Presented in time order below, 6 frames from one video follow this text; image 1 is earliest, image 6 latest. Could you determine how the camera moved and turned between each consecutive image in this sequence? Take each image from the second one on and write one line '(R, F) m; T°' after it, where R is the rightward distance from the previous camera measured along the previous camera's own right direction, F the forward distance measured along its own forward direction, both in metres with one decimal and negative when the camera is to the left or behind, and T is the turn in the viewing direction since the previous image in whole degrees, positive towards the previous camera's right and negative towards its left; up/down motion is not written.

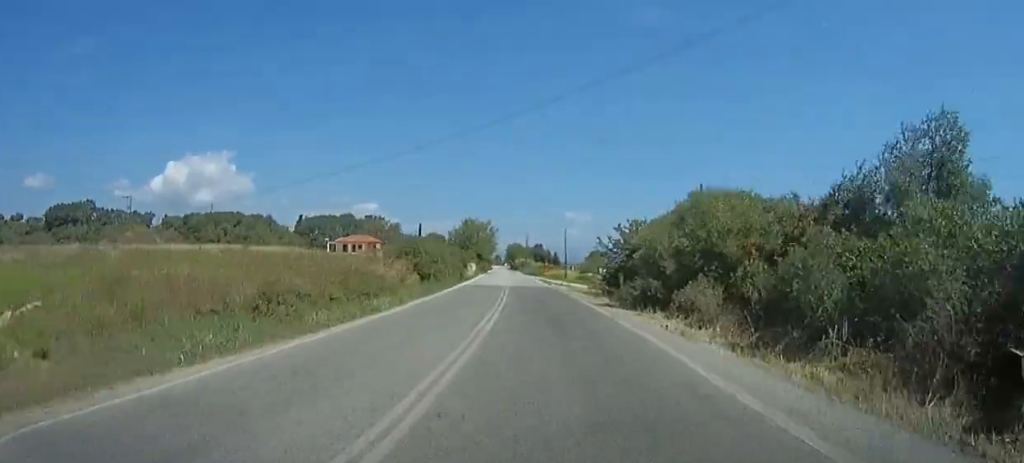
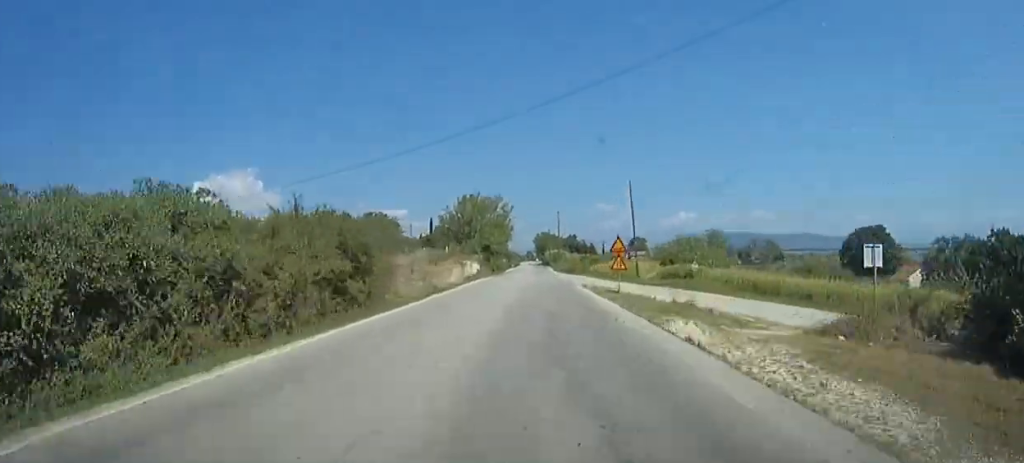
(-5.1, +44.8) m; -9°
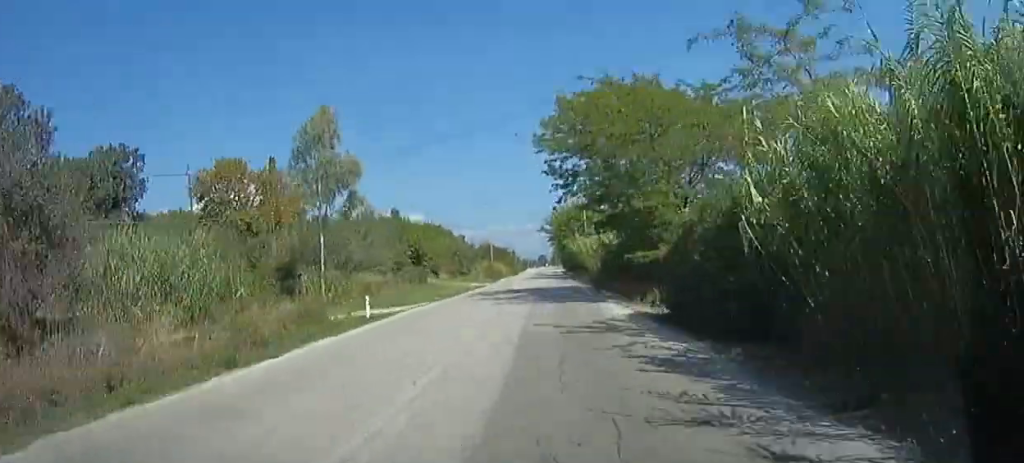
(-0.4, +152.8) m; -1°
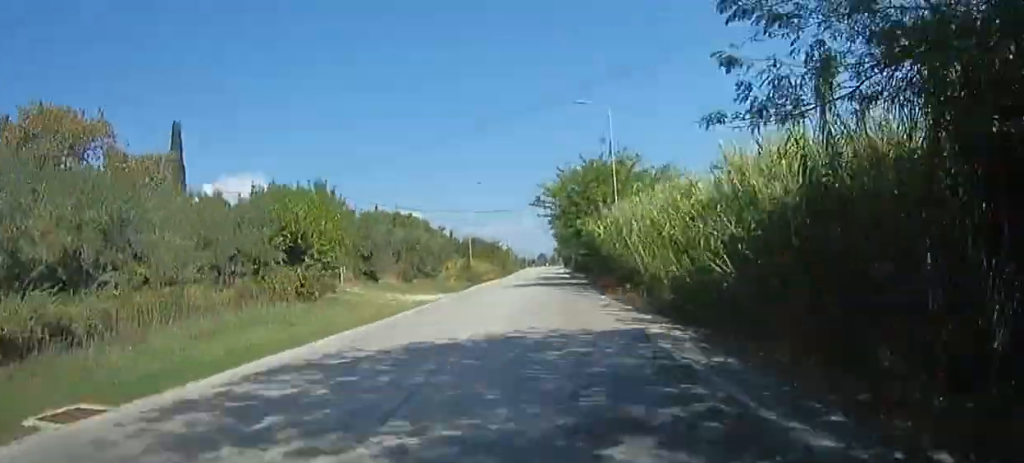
(-0.6, +26.3) m; 0°
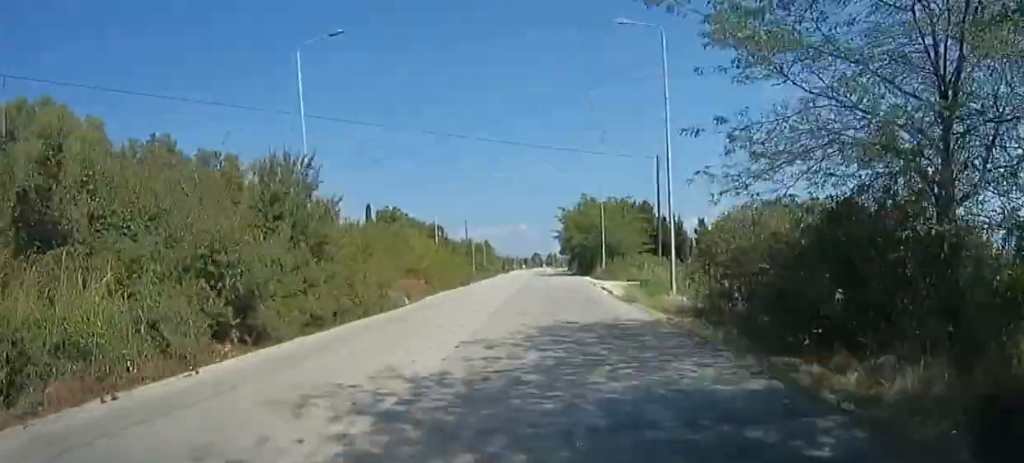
(+1.1, +82.3) m; +1°
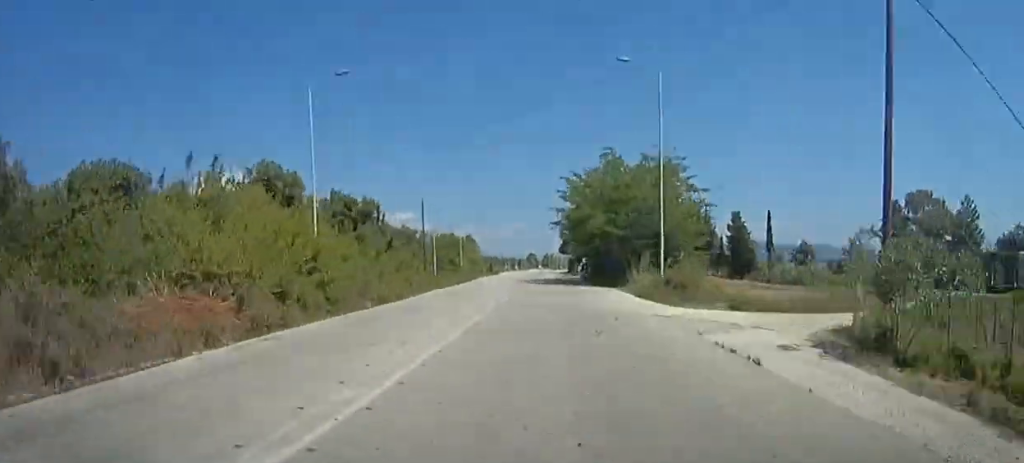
(0.0, +31.3) m; 0°
